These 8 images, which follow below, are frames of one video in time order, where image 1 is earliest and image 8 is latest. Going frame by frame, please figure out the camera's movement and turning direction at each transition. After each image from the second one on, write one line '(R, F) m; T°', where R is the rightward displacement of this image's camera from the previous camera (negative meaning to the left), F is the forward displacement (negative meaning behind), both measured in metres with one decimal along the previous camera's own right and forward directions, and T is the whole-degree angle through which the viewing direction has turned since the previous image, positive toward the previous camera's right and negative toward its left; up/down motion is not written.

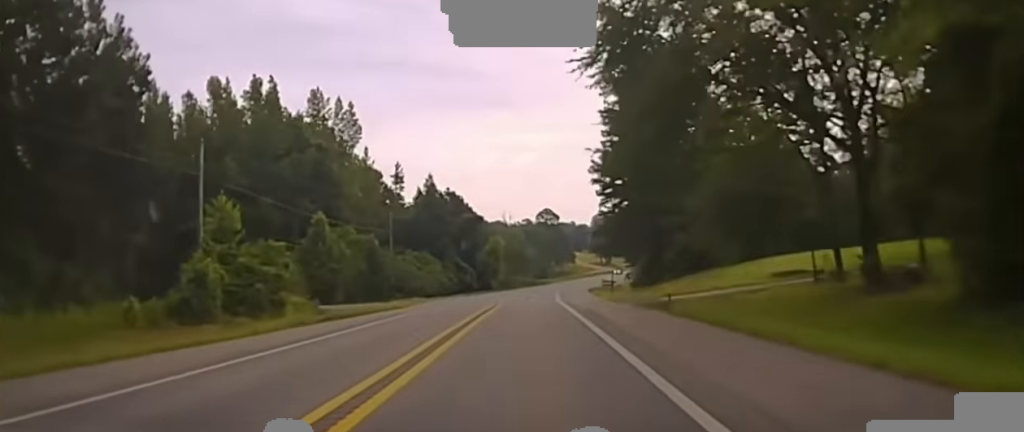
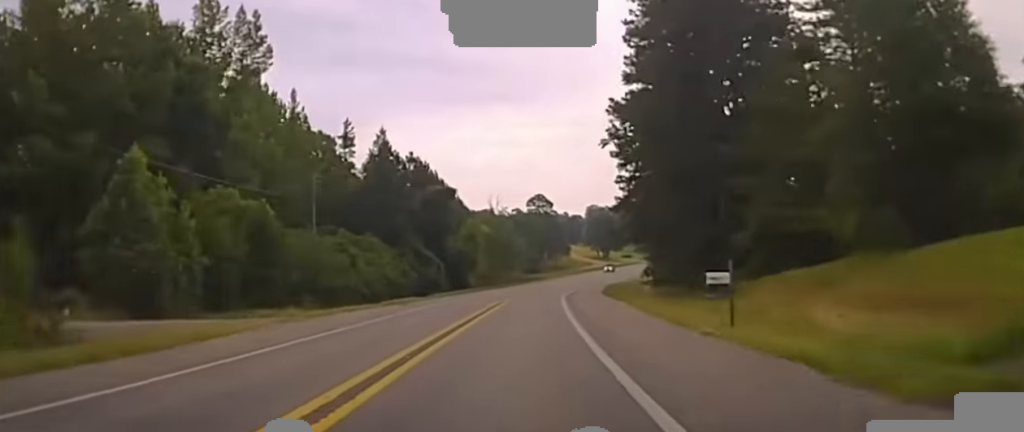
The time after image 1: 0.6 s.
(-0.2, +32.2) m; +1°
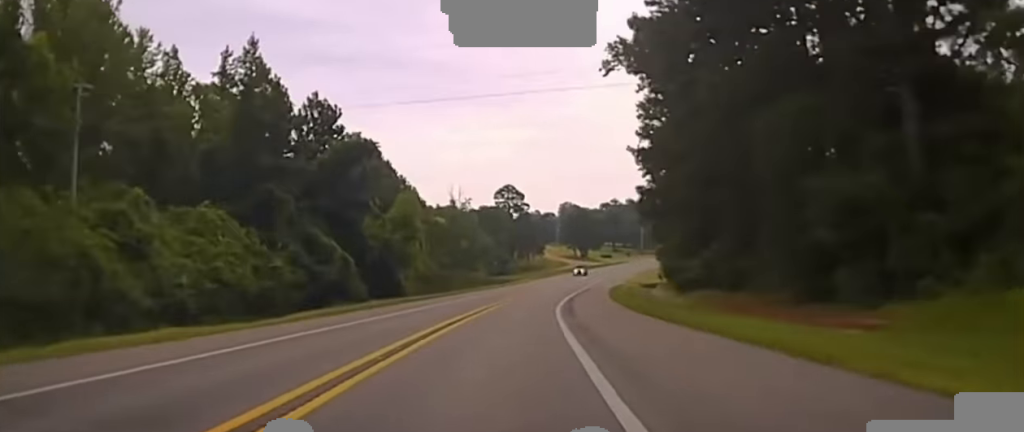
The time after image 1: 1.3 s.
(+1.1, +35.5) m; +1°
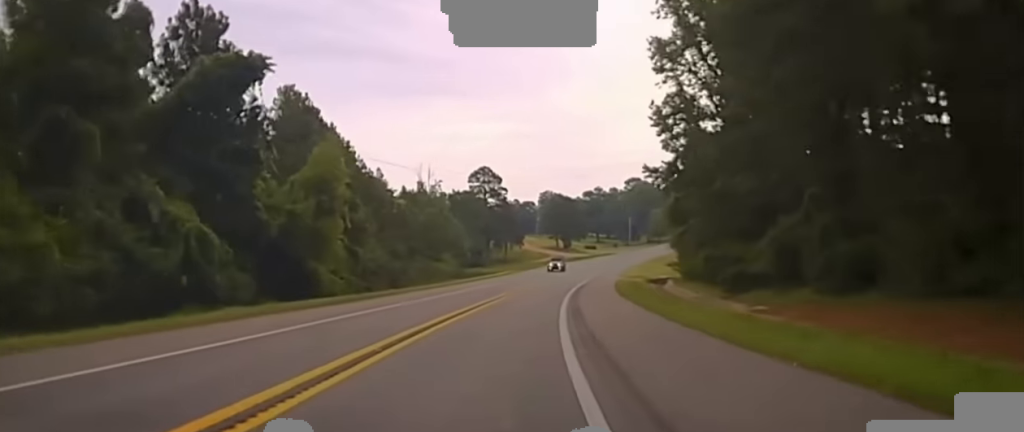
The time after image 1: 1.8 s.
(+0.2, +24.1) m; +1°
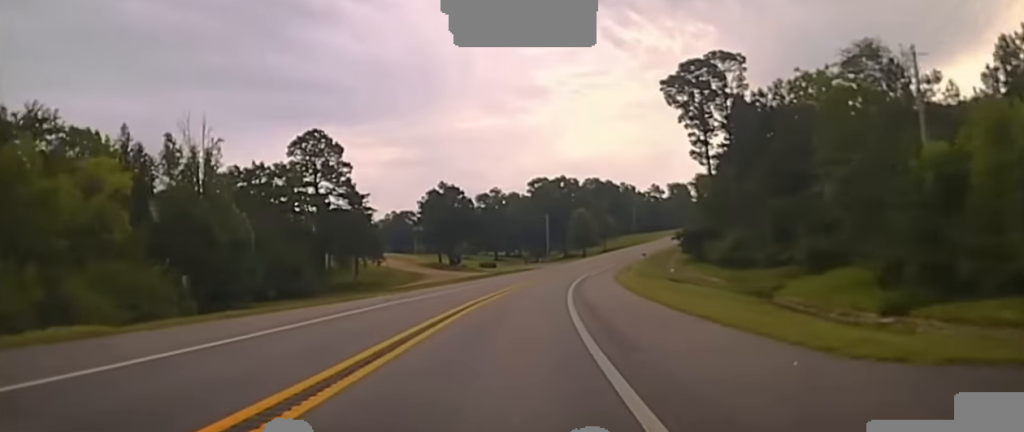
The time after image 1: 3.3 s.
(+0.5, +84.1) m; +4°
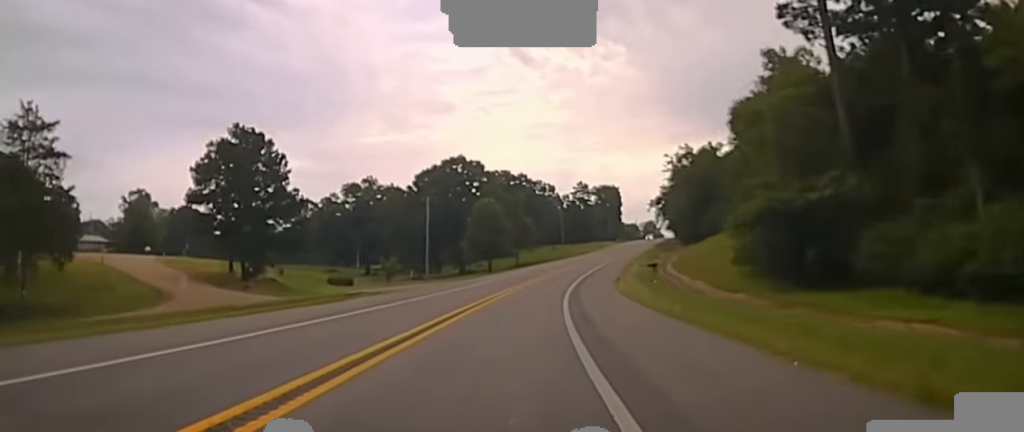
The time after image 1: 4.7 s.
(+6.3, +78.3) m; +9°
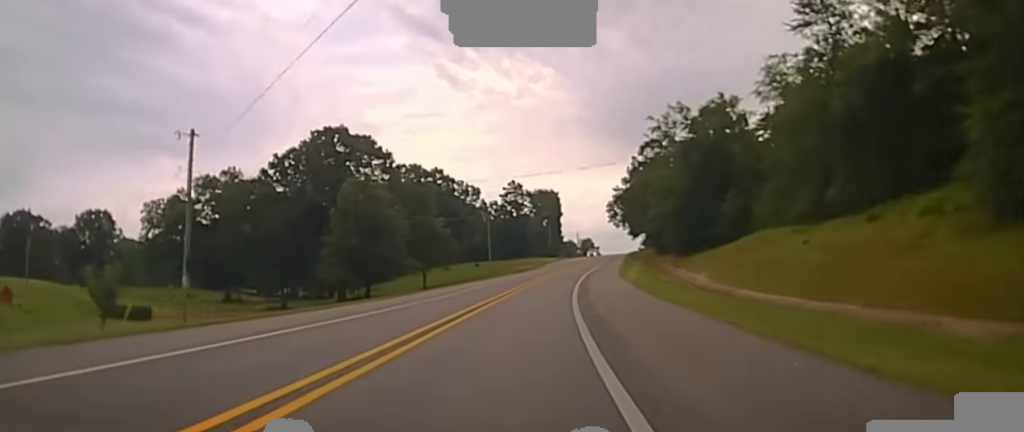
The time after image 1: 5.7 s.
(+2.4, +58.0) m; +3°
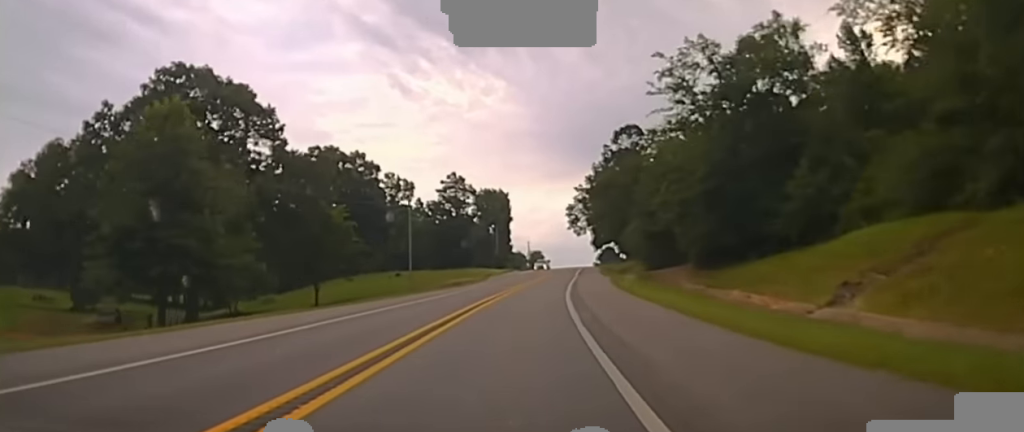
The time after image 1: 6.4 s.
(+0.1, +39.7) m; +3°
